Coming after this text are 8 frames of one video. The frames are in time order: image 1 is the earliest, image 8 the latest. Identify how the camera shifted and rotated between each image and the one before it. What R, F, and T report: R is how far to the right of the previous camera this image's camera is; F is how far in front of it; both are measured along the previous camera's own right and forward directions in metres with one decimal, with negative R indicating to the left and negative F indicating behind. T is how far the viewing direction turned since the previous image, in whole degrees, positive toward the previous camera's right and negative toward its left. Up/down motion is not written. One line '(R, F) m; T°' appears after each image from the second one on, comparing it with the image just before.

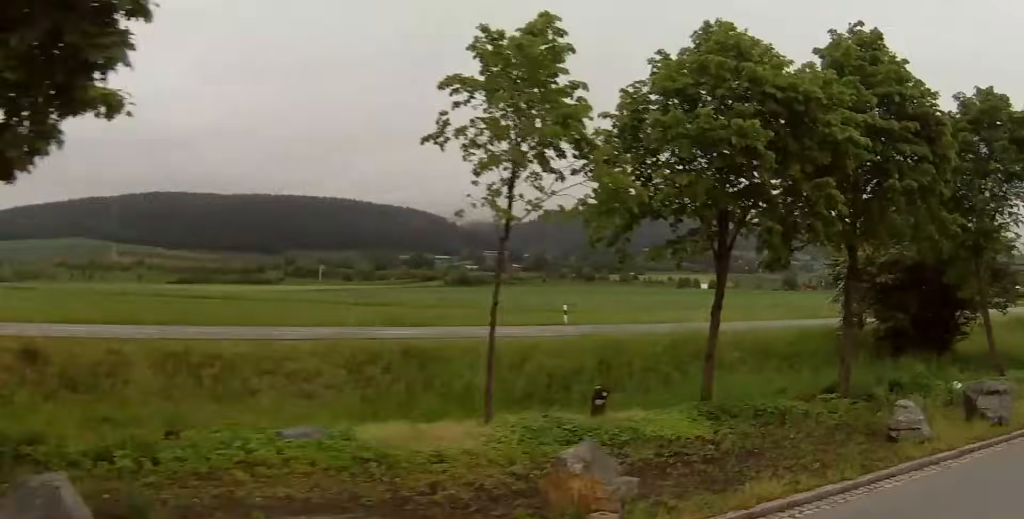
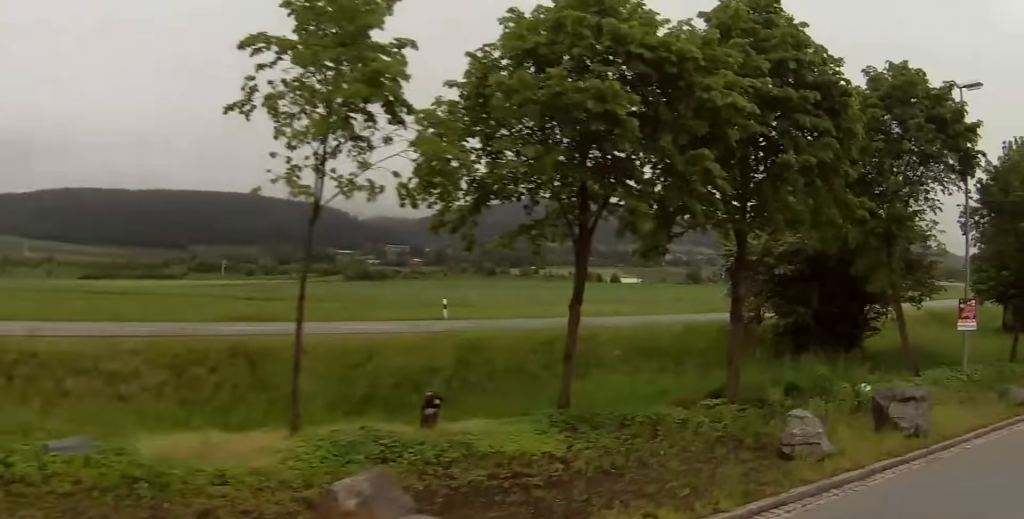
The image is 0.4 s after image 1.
(+0.1, +1.5) m; +4°
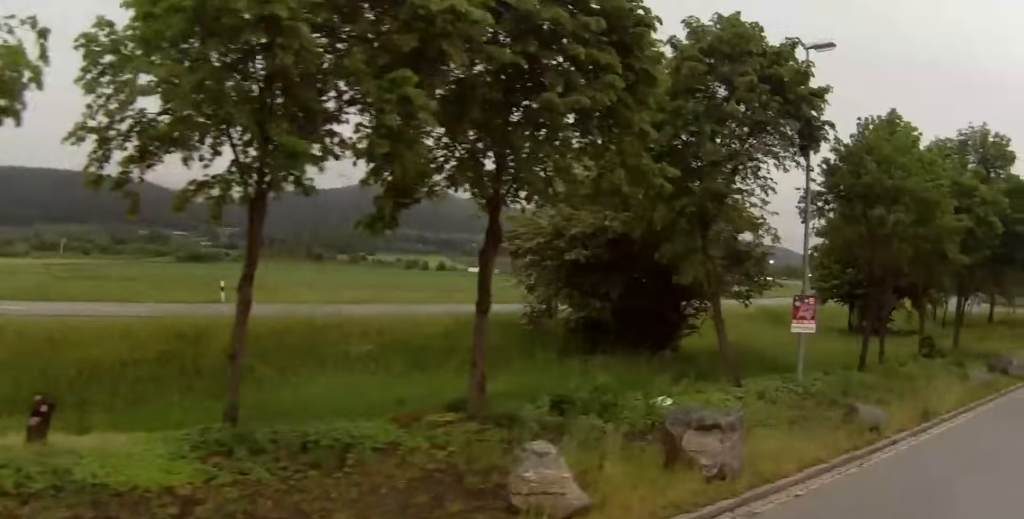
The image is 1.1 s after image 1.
(+0.2, +2.7) m; +7°
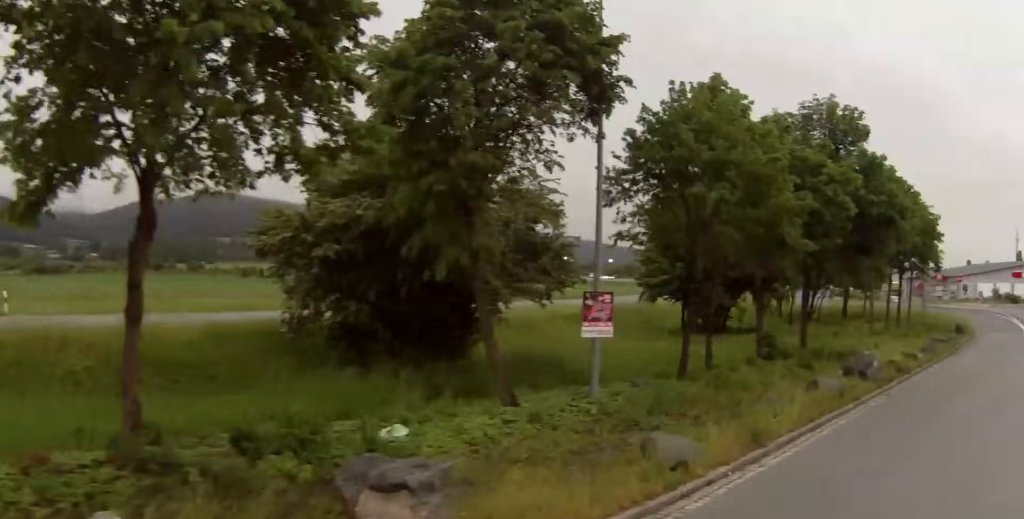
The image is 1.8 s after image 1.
(+0.1, +2.6) m; +8°
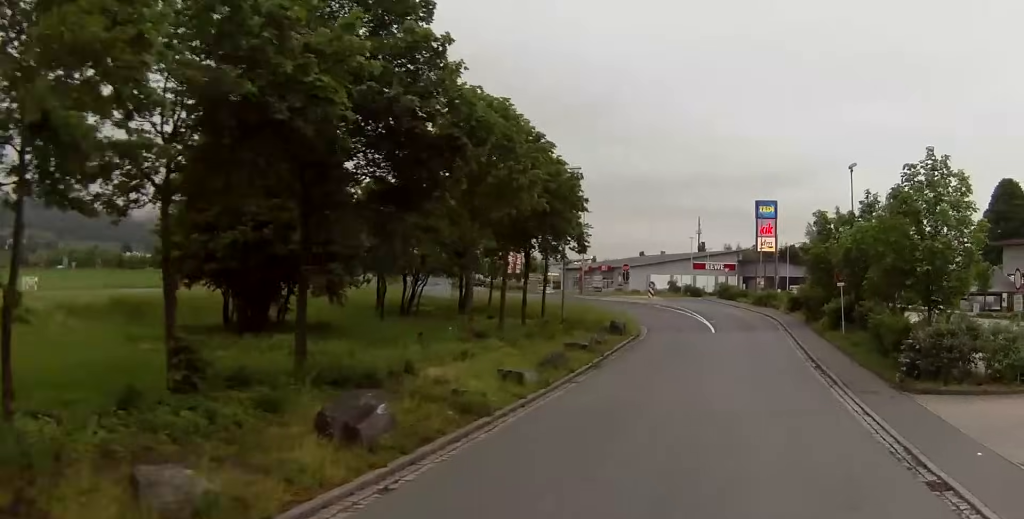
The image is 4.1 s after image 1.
(+2.9, +10.3) m; +25°
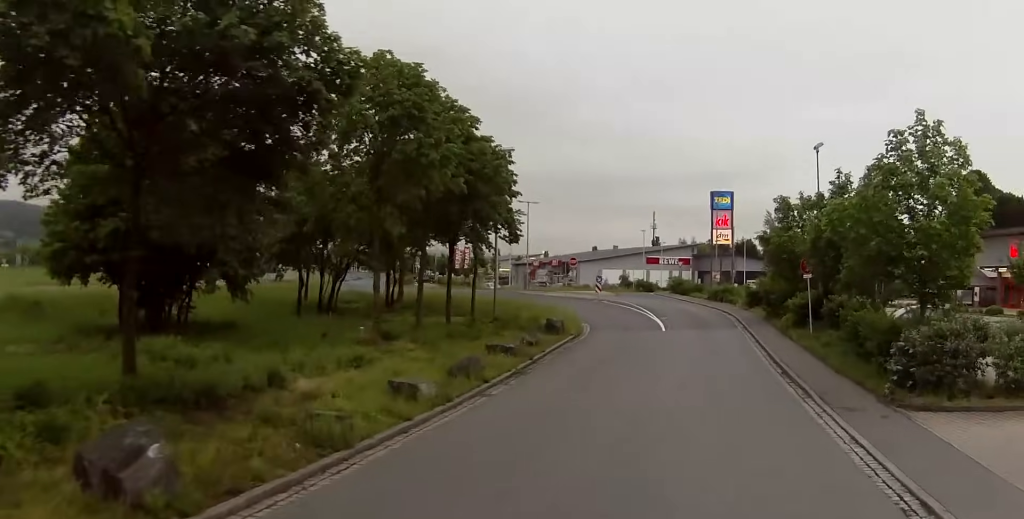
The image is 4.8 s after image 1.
(+0.1, +3.8) m; +3°
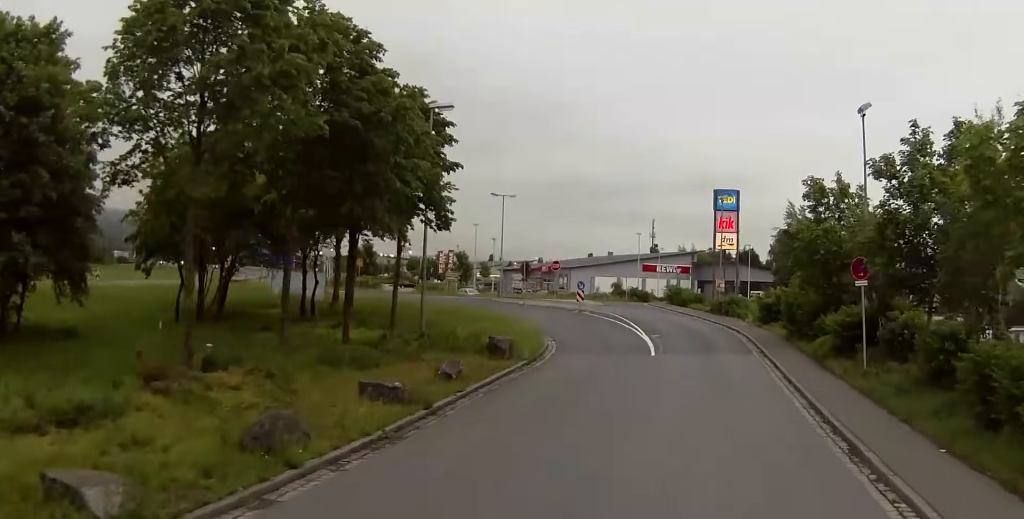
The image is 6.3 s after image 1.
(-0.3, +9.7) m; 0°
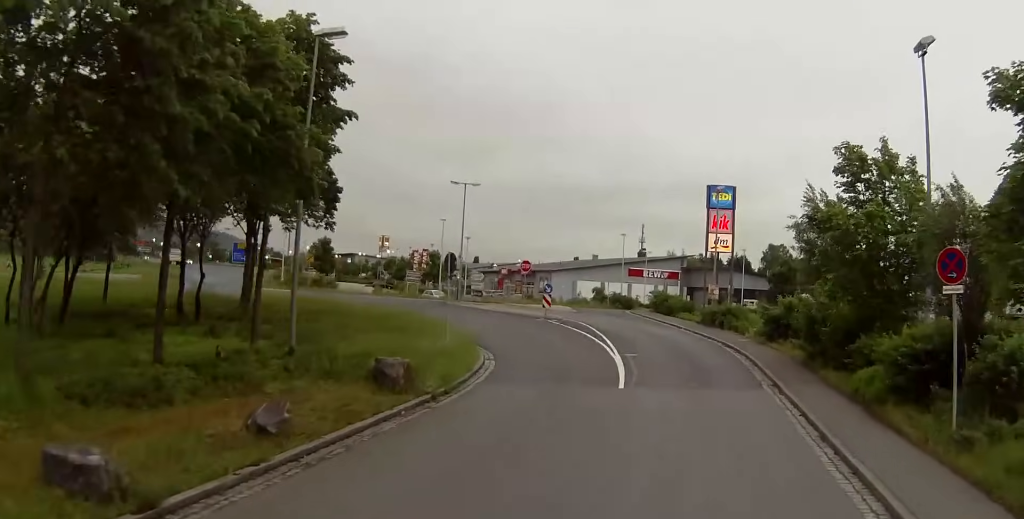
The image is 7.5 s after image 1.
(+0.6, +8.2) m; +4°
